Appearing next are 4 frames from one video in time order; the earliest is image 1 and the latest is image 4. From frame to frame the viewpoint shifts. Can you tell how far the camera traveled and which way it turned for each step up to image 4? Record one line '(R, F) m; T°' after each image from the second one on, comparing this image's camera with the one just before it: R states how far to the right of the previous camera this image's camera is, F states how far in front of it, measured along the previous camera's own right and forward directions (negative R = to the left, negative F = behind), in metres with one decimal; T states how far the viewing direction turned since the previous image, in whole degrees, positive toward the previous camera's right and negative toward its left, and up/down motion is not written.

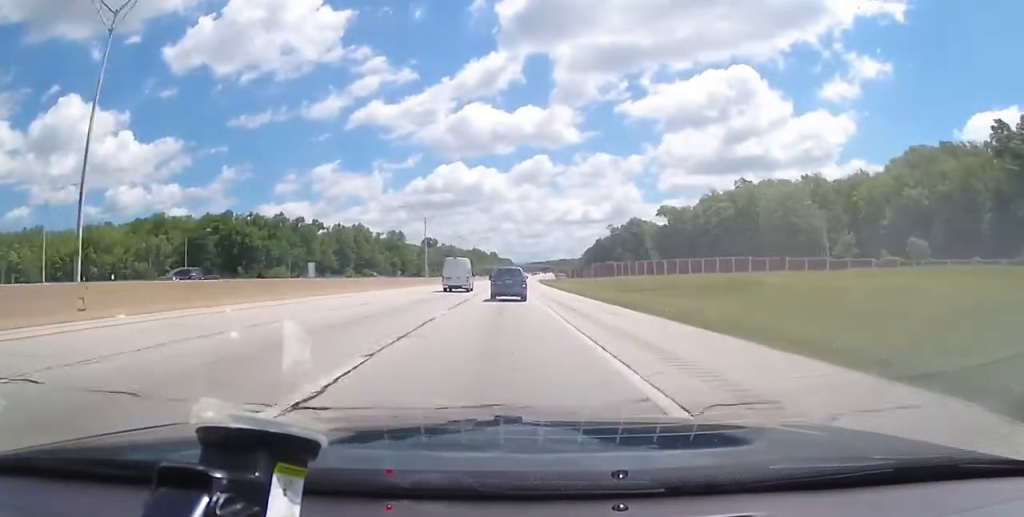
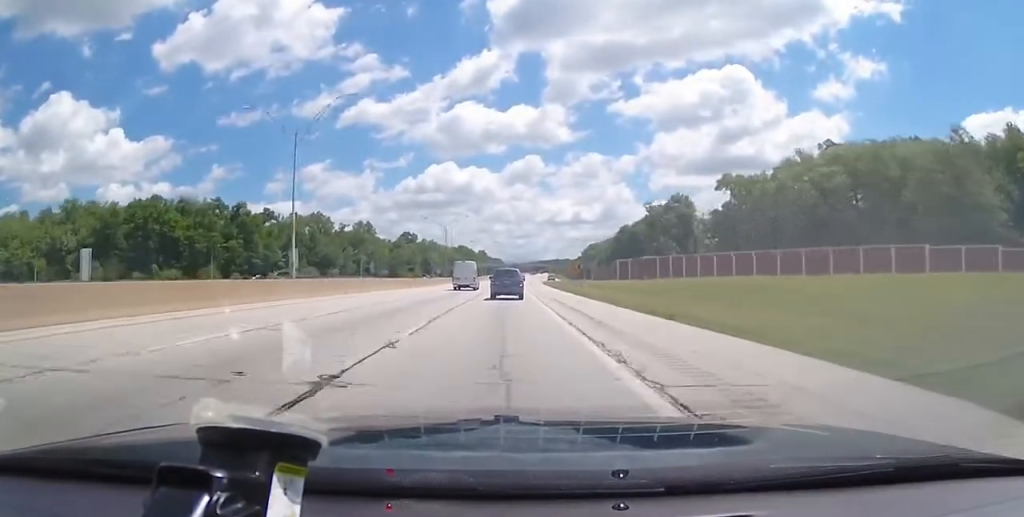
(+0.7, +53.3) m; +2°
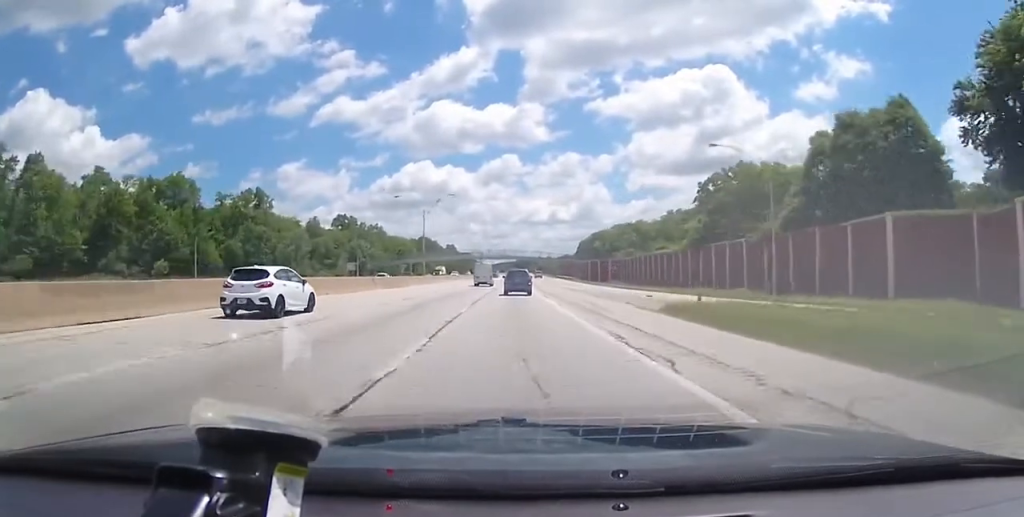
(+0.9, +100.2) m; +1°
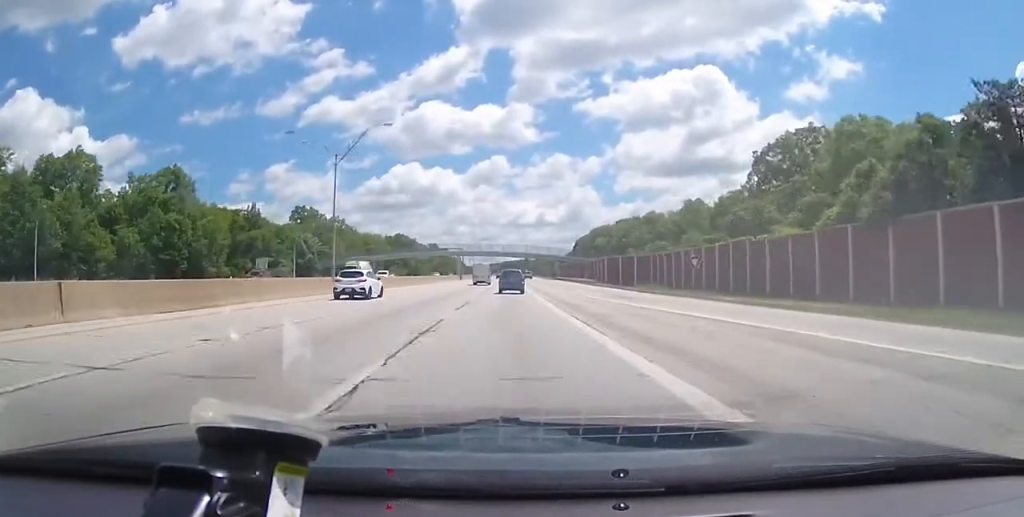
(+0.5, +39.2) m; +1°
